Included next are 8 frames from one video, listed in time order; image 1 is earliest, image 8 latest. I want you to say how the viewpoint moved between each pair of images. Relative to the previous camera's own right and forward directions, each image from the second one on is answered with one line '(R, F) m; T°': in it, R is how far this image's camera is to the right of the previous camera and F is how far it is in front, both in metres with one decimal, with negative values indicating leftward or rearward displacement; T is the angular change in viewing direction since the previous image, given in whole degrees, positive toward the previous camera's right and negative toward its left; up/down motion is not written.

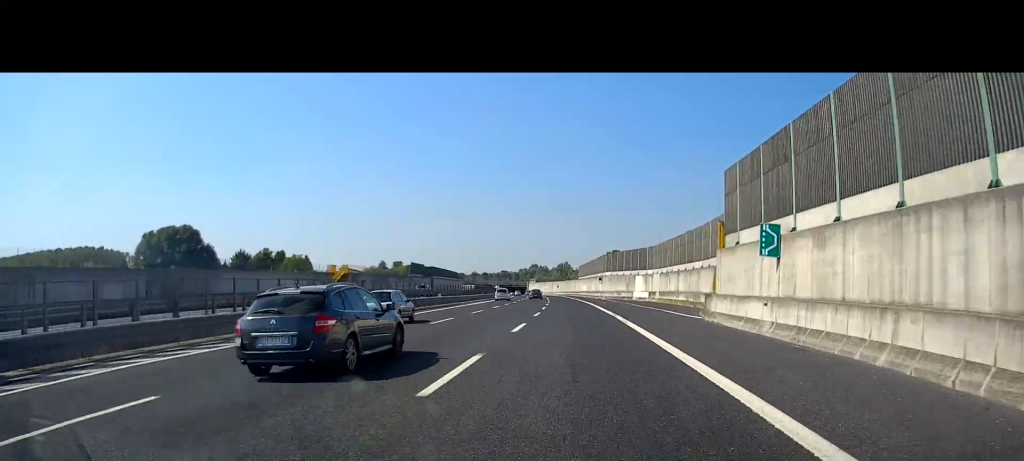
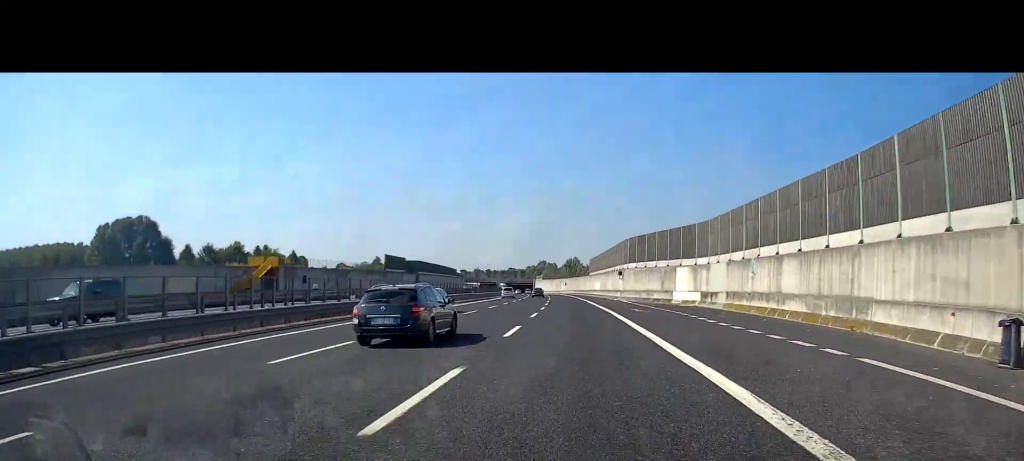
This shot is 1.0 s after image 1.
(-0.2, +26.0) m; -1°
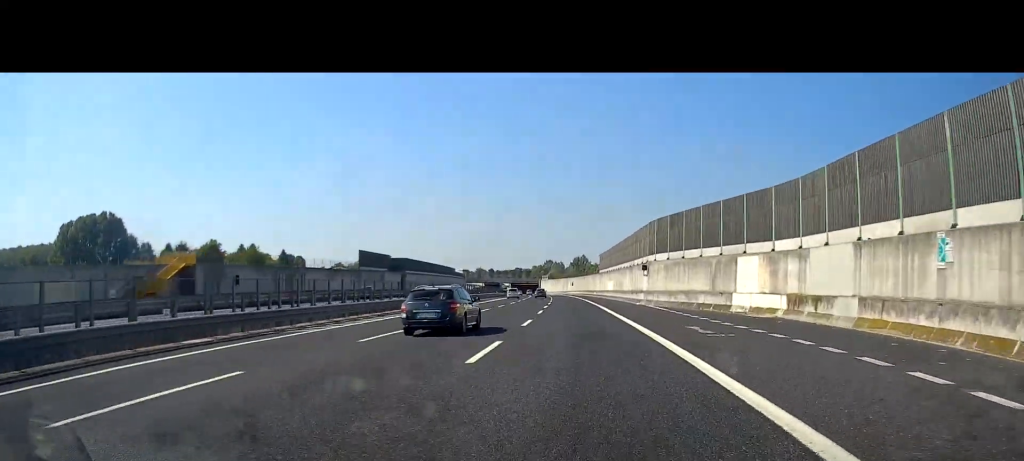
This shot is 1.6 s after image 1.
(-0.1, +17.8) m; -1°
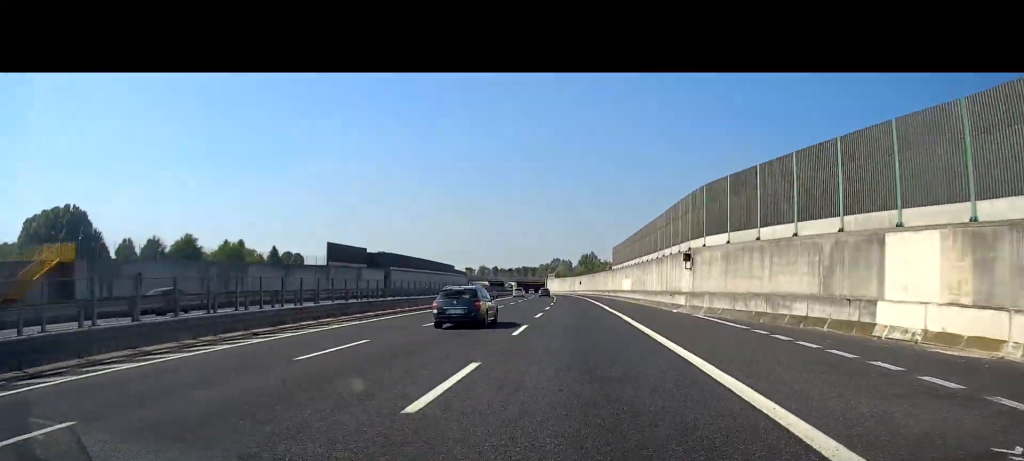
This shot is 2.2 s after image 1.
(-0.2, +16.0) m; -1°
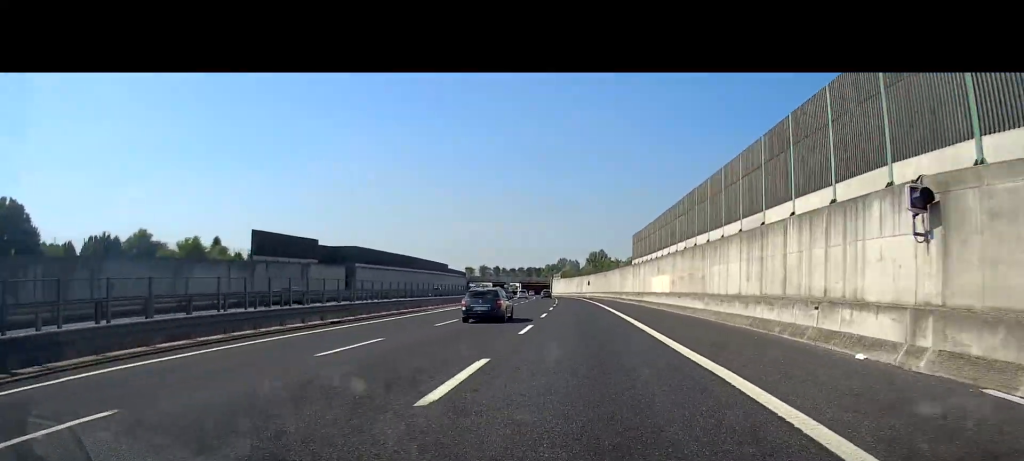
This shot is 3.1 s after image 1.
(-0.2, +22.1) m; -1°
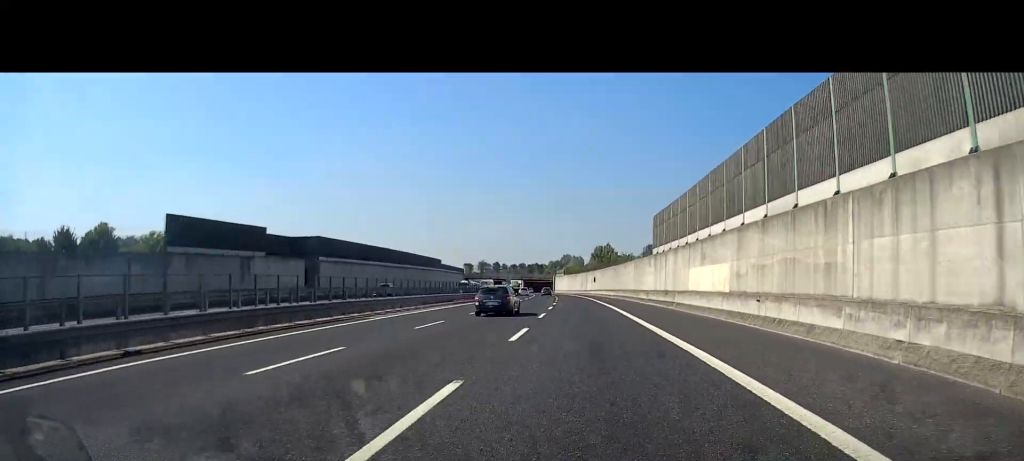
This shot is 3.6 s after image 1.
(-0.1, +15.1) m; 0°
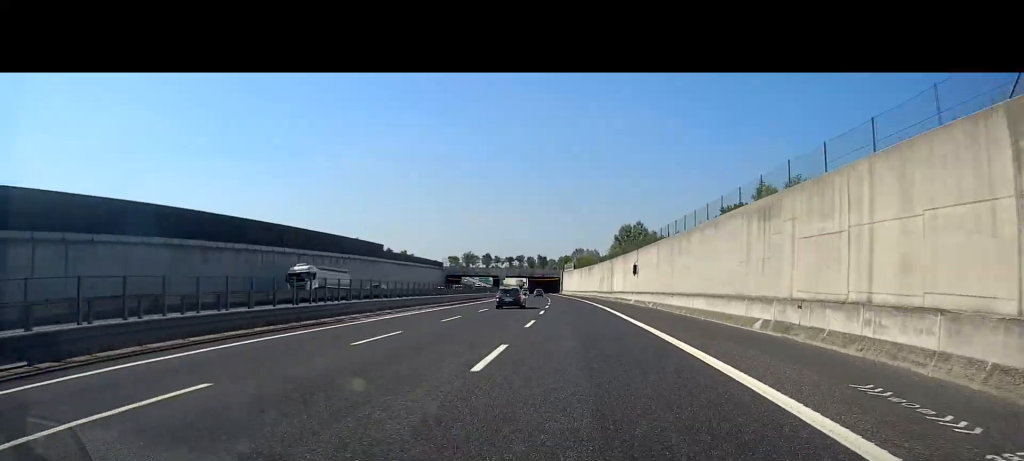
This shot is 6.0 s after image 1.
(-0.4, +63.4) m; -1°
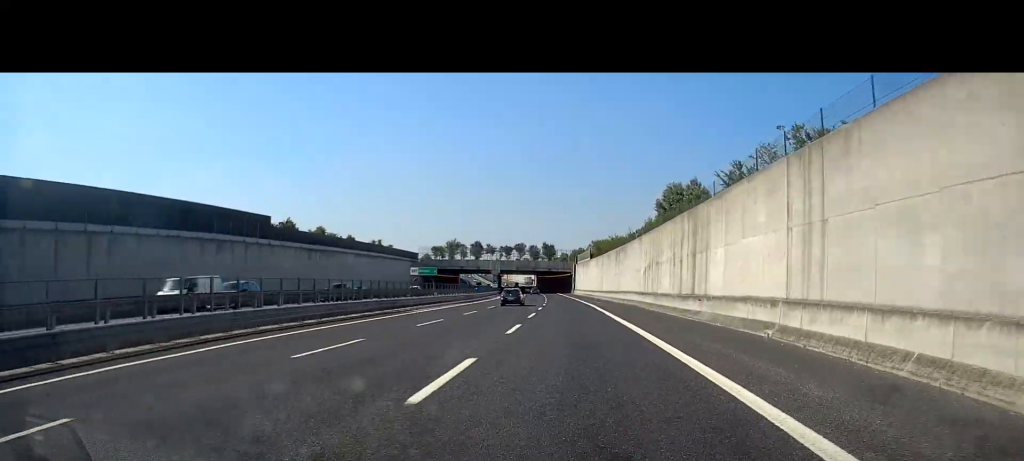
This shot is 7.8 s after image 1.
(-0.2, +49.0) m; -1°
